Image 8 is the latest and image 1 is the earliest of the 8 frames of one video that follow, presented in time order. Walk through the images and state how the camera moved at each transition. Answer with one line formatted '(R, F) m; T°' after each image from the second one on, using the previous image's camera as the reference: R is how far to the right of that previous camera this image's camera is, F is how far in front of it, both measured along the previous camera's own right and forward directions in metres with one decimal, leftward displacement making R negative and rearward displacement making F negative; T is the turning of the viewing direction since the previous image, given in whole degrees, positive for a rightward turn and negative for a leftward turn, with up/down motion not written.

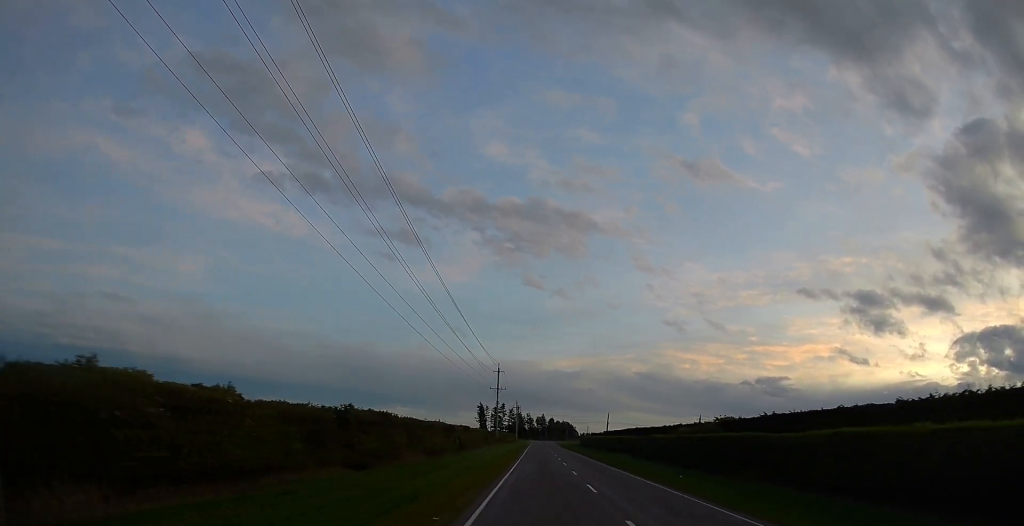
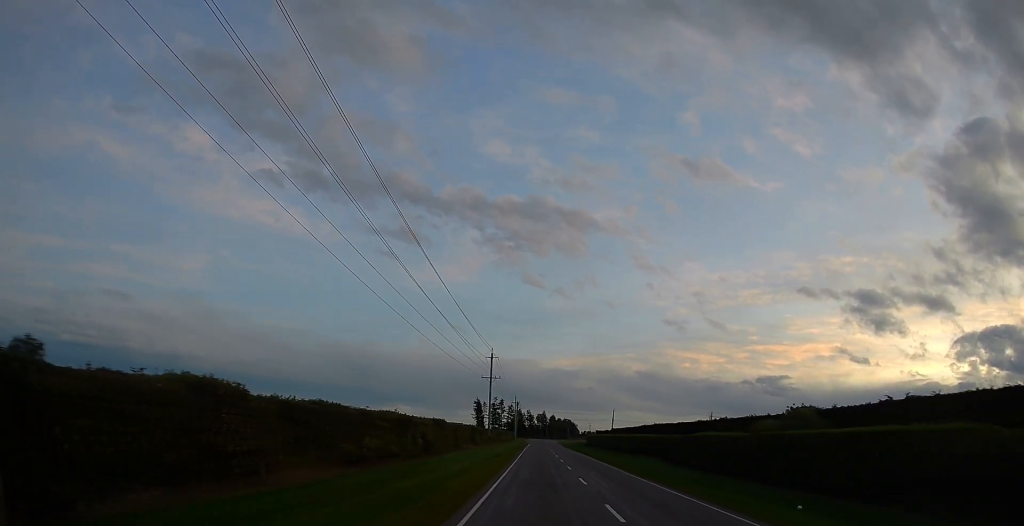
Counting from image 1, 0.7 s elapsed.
(+0.1, +16.8) m; -1°
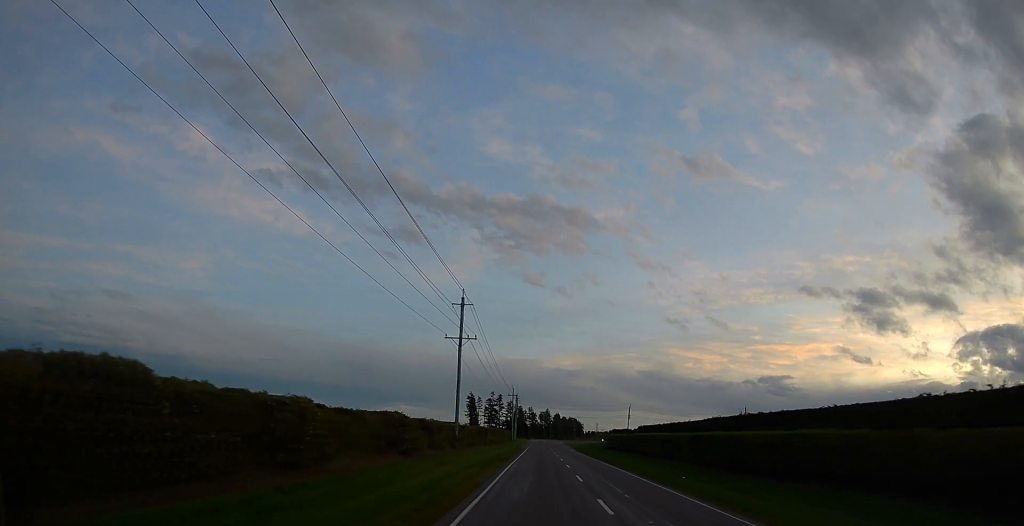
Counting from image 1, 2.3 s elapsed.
(-0.2, +38.1) m; 0°
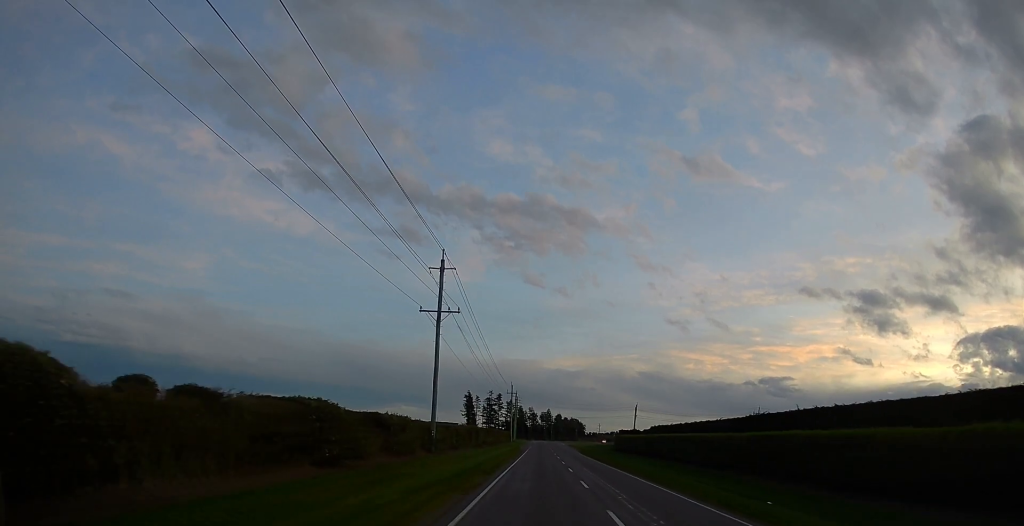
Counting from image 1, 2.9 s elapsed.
(+0.1, +12.3) m; 0°
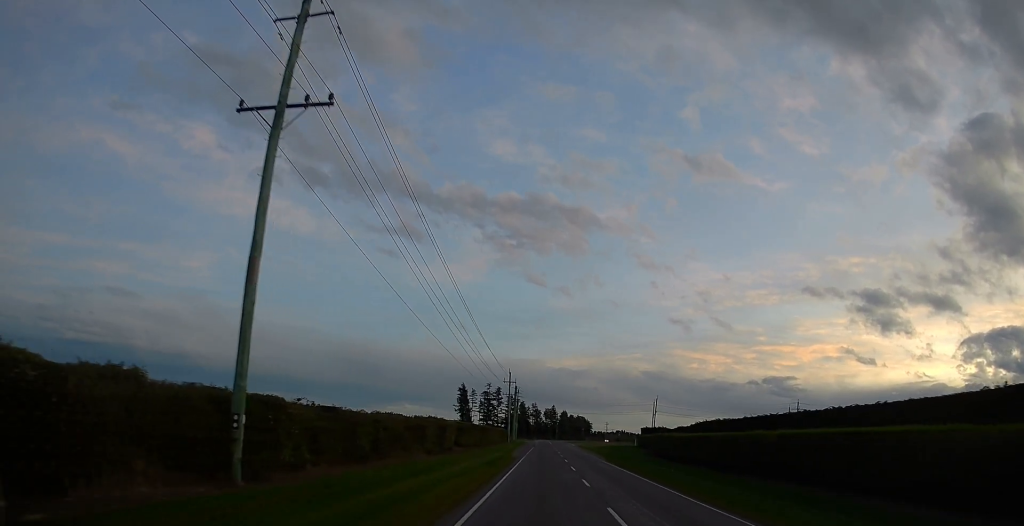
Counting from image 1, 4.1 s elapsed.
(-0.3, +28.8) m; -1°
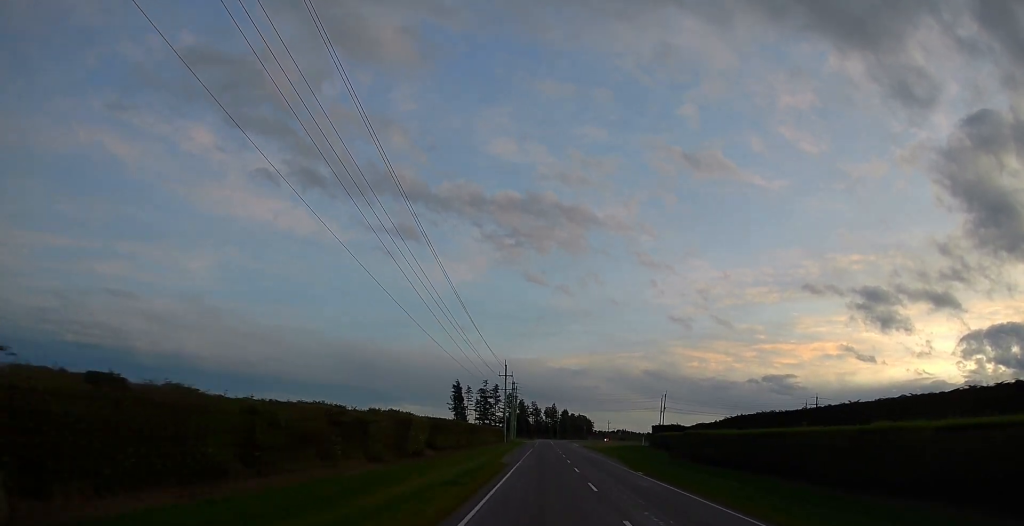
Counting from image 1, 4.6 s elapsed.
(0.0, +12.0) m; 0°
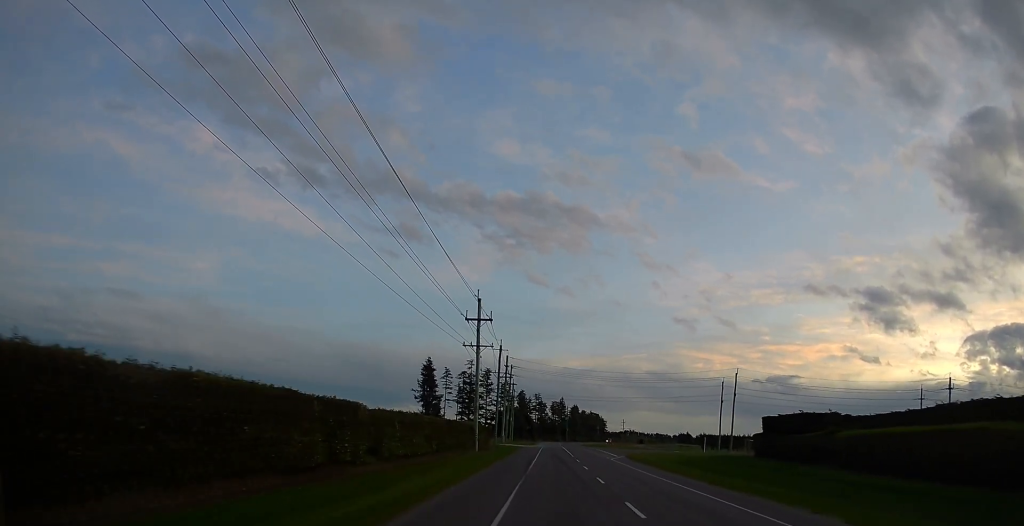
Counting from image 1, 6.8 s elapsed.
(-0.2, +55.4) m; 0°
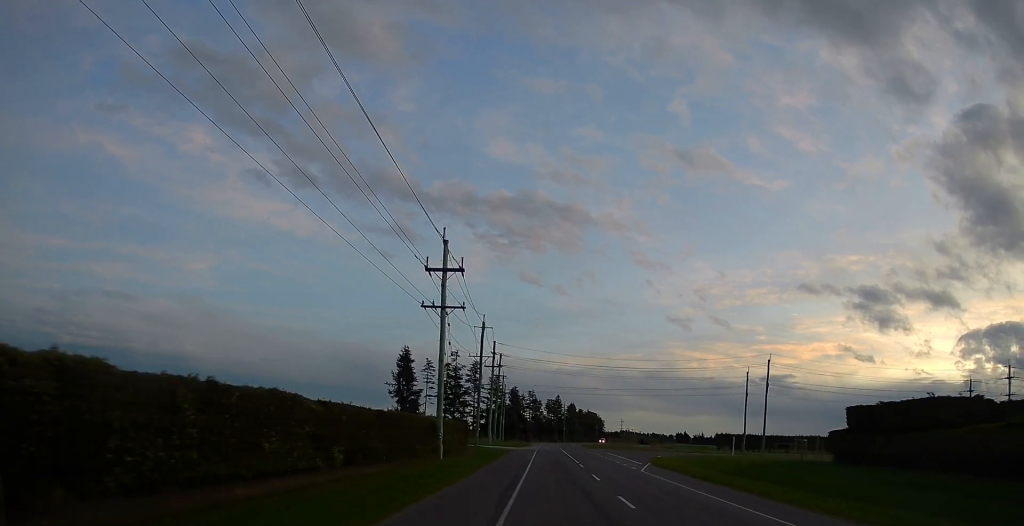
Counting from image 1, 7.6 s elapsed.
(-0.2, +17.8) m; 0°
